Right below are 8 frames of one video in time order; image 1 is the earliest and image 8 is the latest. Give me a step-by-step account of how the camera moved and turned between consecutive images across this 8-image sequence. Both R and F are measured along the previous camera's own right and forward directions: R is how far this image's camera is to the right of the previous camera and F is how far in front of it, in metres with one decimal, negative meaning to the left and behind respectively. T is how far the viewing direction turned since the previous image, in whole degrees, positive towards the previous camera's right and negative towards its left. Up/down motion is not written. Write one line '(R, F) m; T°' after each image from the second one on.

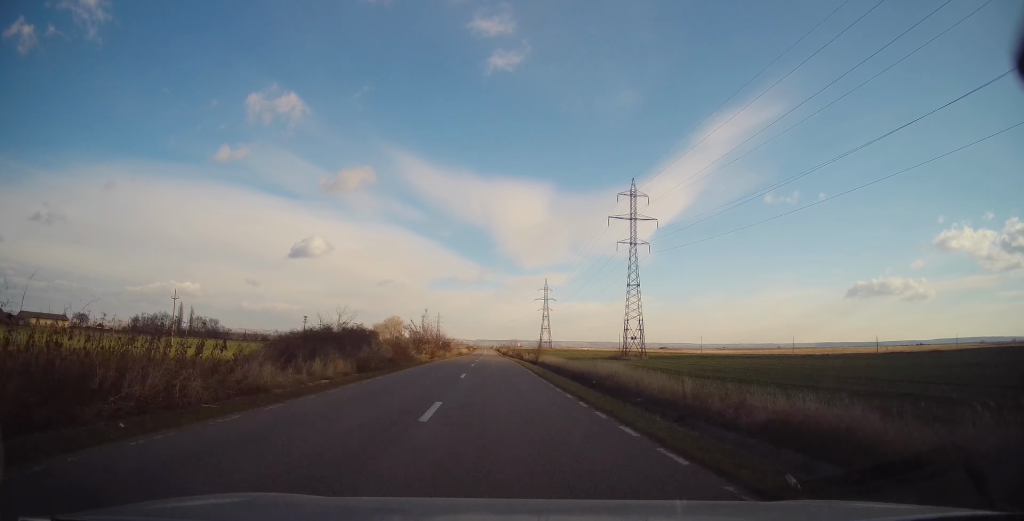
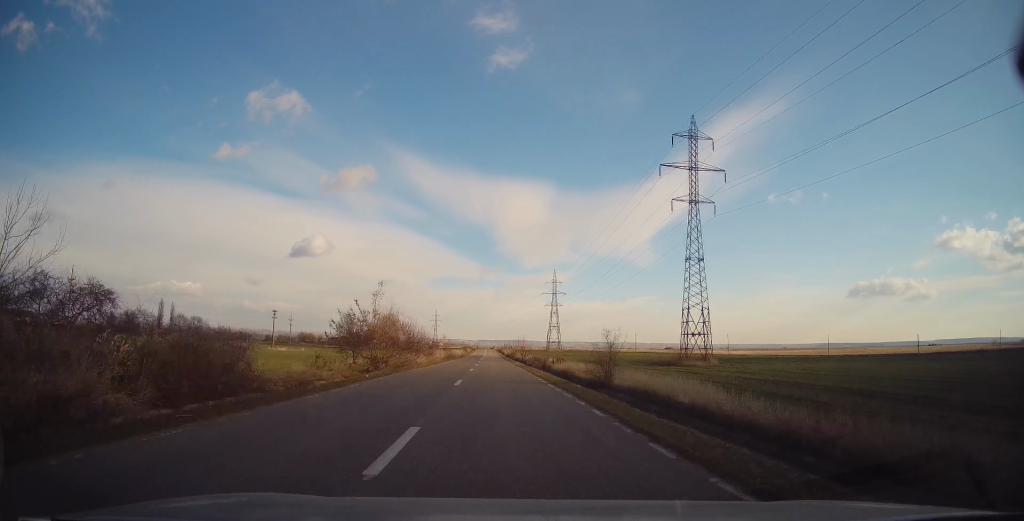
(+0.4, +27.6) m; +1°
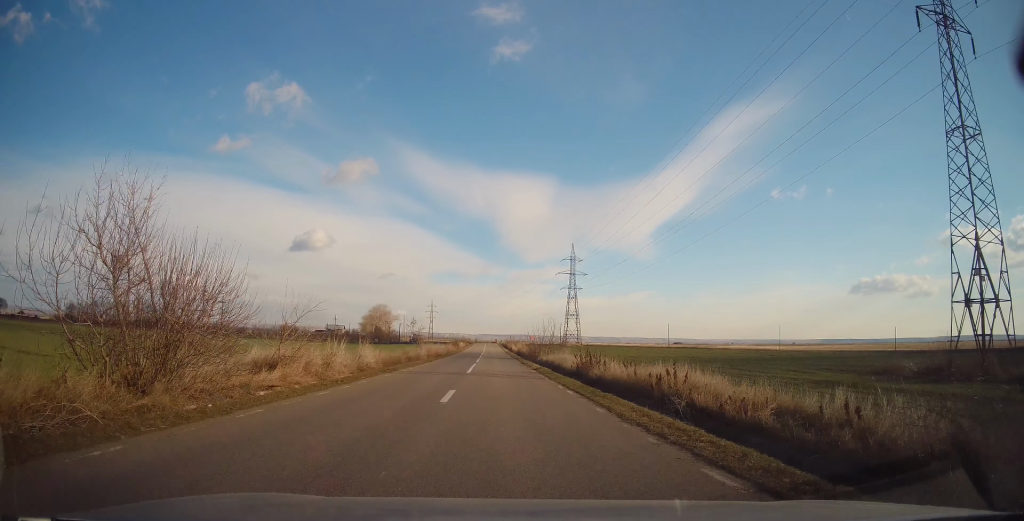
(-0.4, +41.8) m; -1°
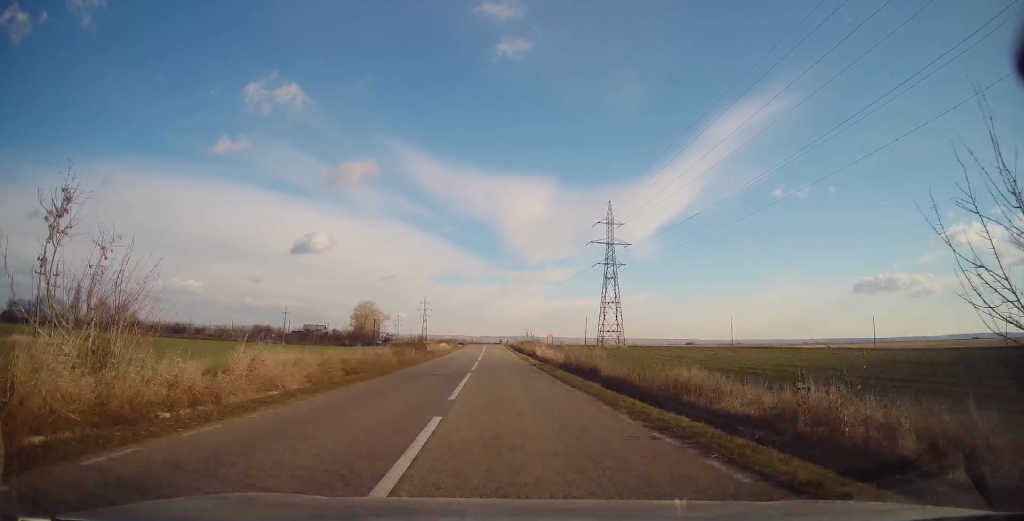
(0.0, +49.3) m; 0°
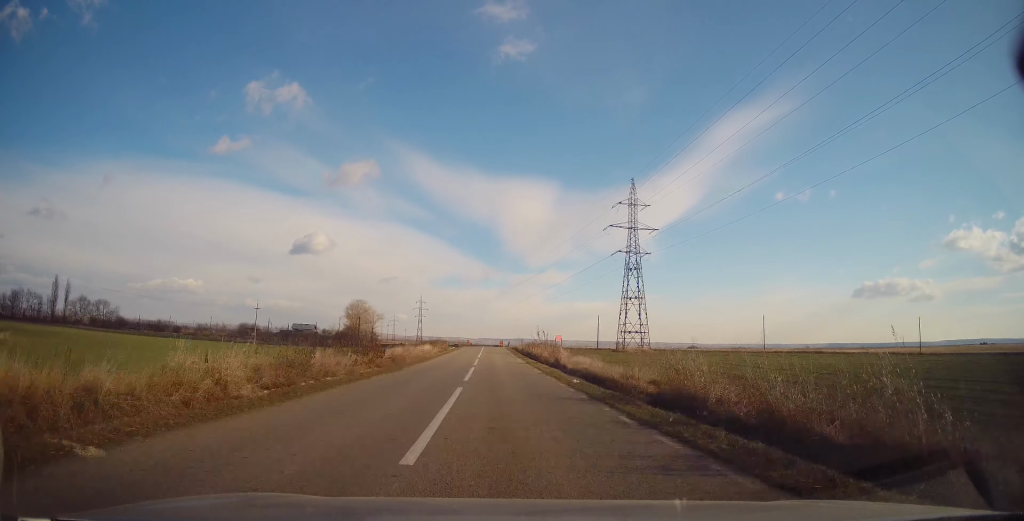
(0.0, +18.6) m; 0°
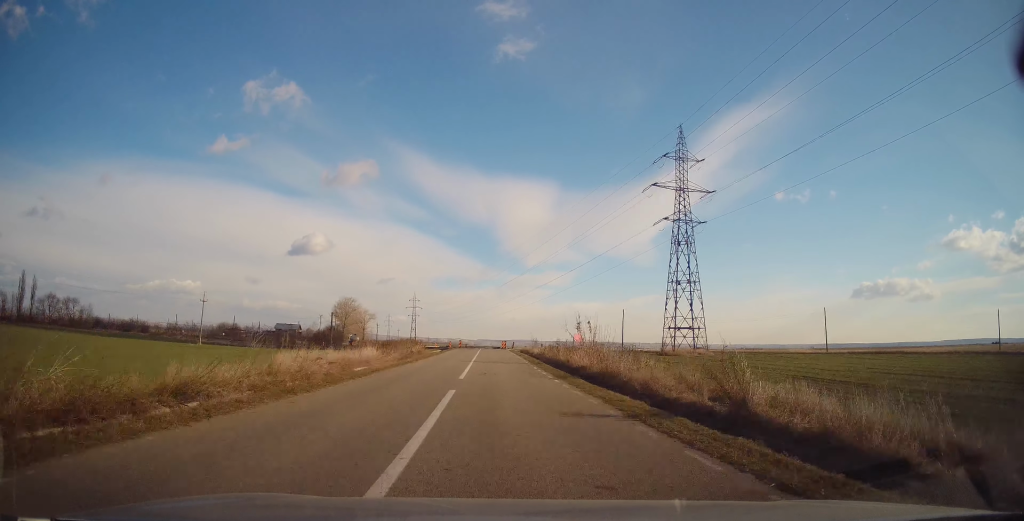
(0.0, +24.8) m; +1°
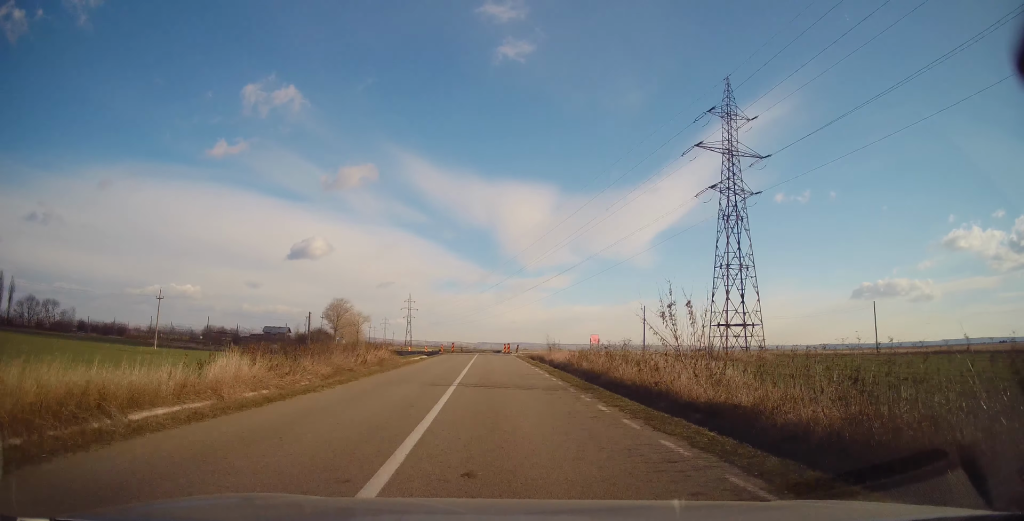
(+0.1, +14.8) m; 0°
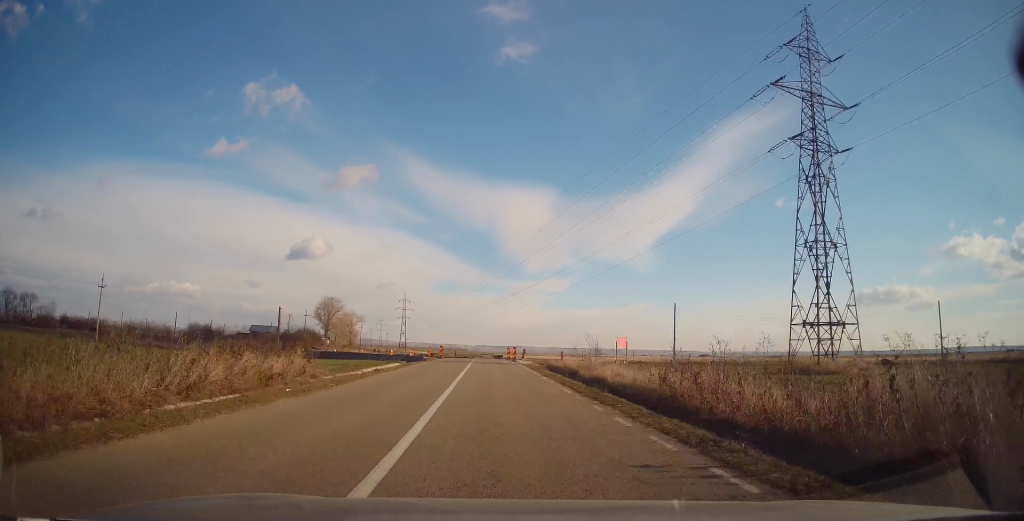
(+0.1, +15.9) m; 0°
